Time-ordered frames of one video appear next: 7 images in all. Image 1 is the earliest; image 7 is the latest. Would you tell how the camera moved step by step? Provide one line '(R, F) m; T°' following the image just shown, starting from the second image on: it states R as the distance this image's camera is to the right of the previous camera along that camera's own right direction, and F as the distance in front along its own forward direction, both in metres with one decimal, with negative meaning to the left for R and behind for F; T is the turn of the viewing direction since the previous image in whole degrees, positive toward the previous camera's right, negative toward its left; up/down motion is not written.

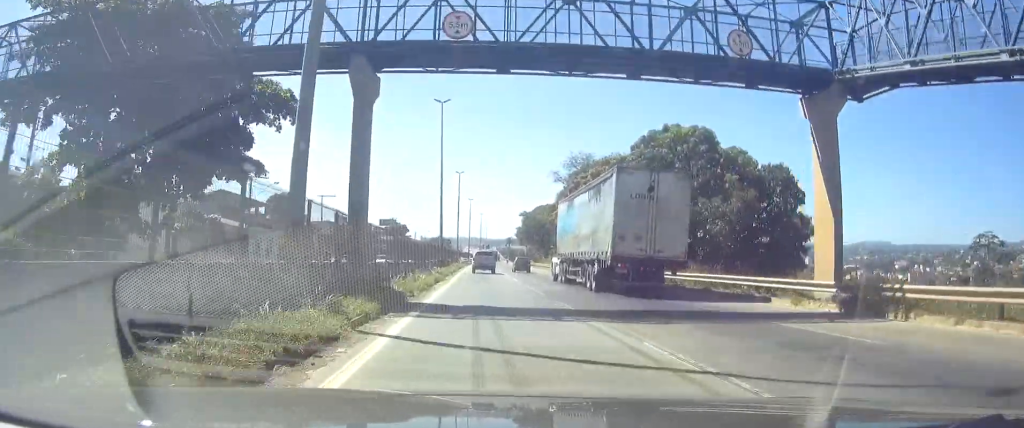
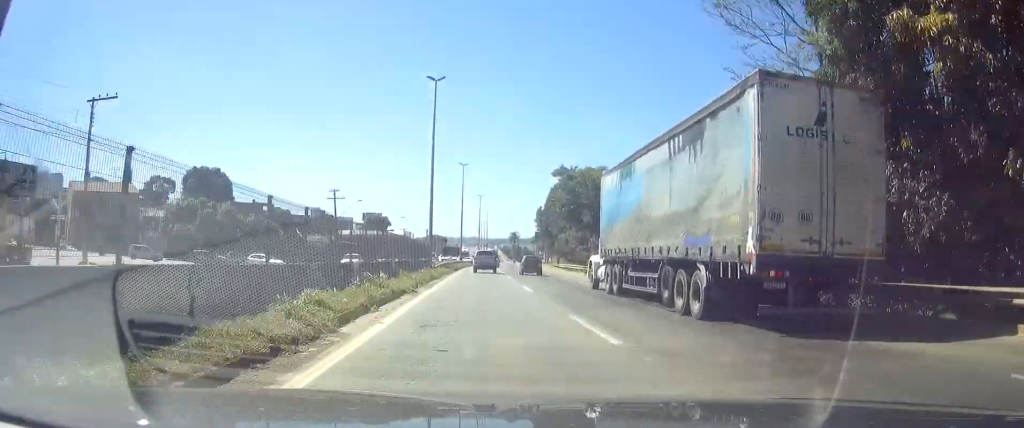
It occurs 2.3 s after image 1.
(-0.2, +55.8) m; 0°
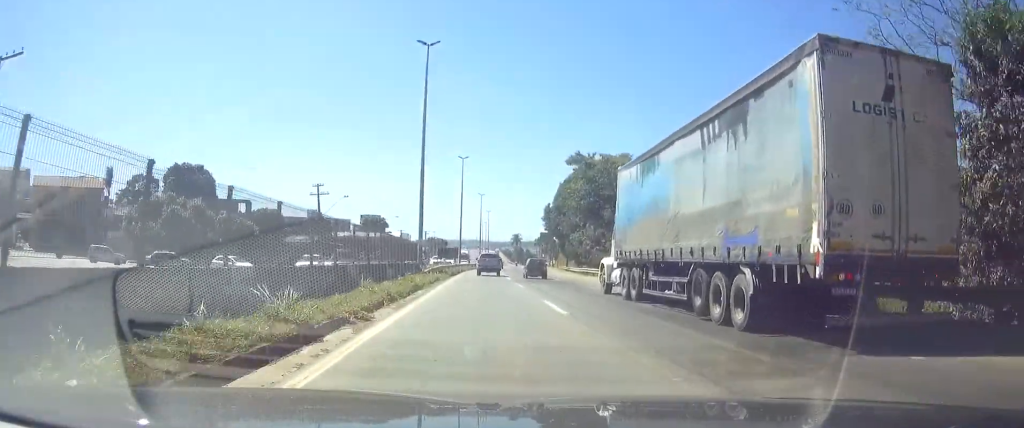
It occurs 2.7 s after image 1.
(0.0, +9.5) m; 0°
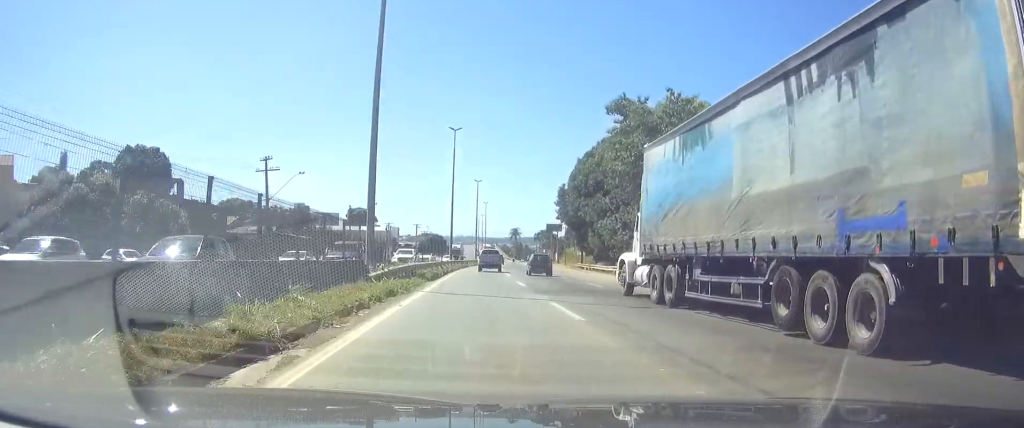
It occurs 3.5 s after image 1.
(+0.3, +18.2) m; 0°
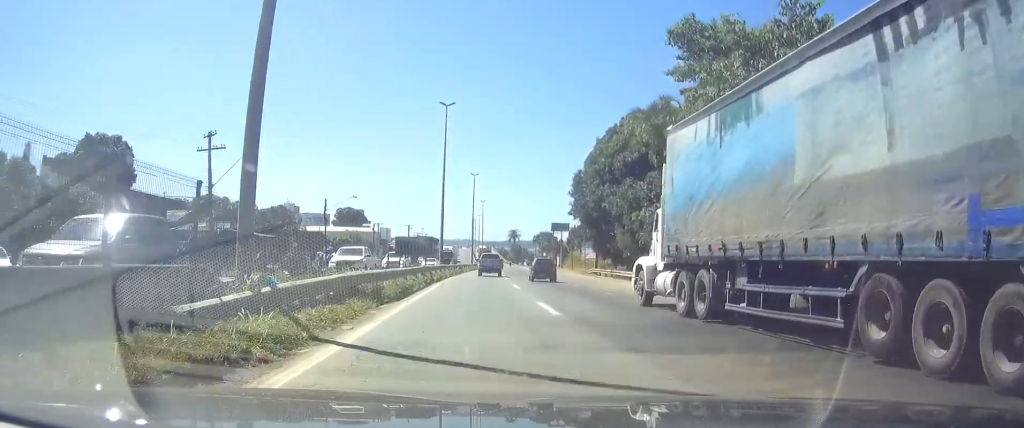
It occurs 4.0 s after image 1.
(-0.2, +12.7) m; 0°
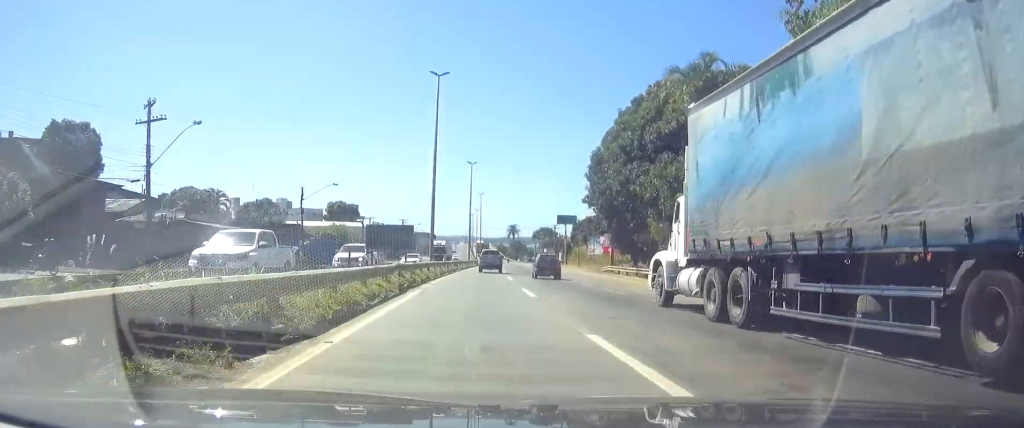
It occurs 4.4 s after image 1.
(-0.1, +9.5) m; 0°
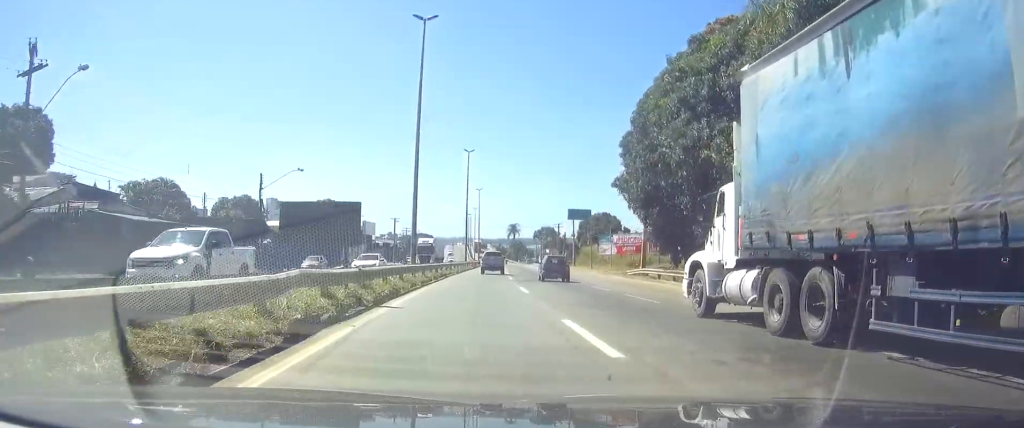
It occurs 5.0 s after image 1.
(+0.1, +12.6) m; 0°
